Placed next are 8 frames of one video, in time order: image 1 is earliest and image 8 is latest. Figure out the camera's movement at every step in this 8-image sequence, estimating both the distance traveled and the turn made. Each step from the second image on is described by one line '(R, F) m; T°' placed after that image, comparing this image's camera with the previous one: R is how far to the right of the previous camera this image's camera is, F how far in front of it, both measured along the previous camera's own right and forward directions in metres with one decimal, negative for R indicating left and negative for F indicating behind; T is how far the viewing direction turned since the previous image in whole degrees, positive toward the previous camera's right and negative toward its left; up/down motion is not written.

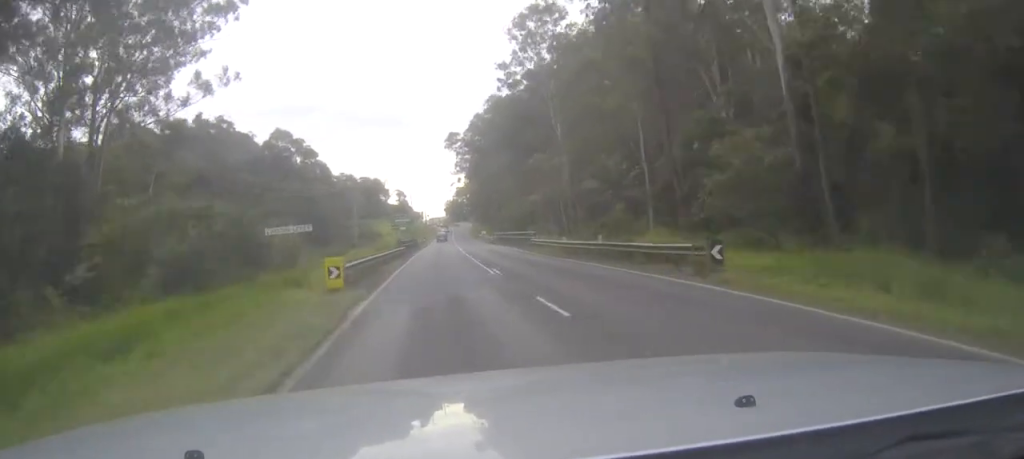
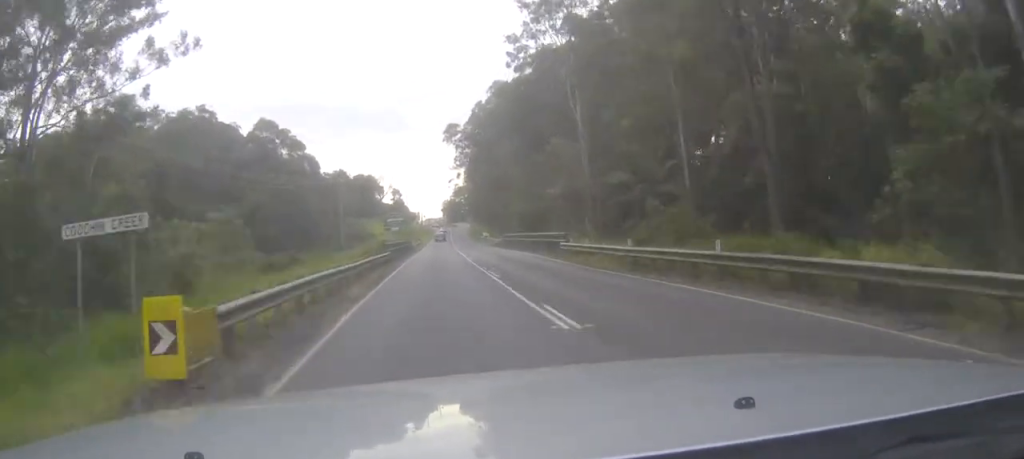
(0.0, +12.7) m; 0°
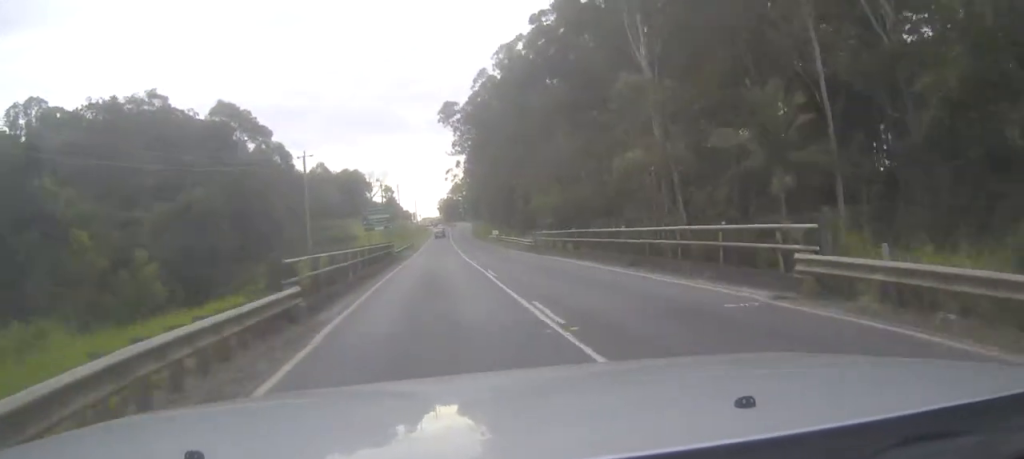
(-0.1, +25.3) m; -1°
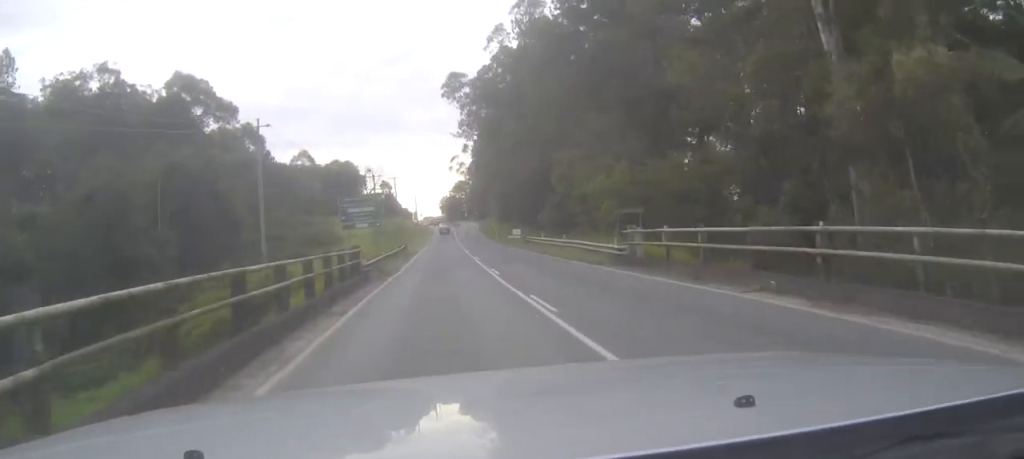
(-0.2, +22.3) m; -1°
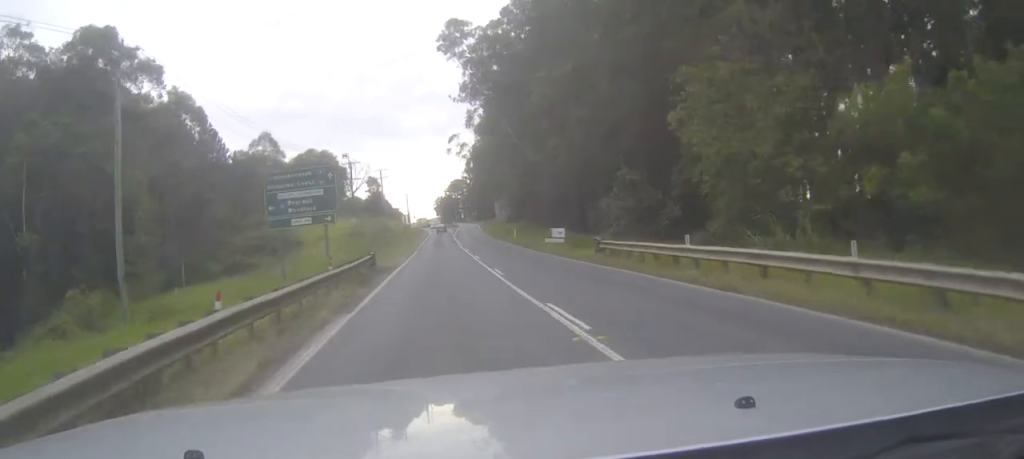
(-0.2, +26.5) m; +1°
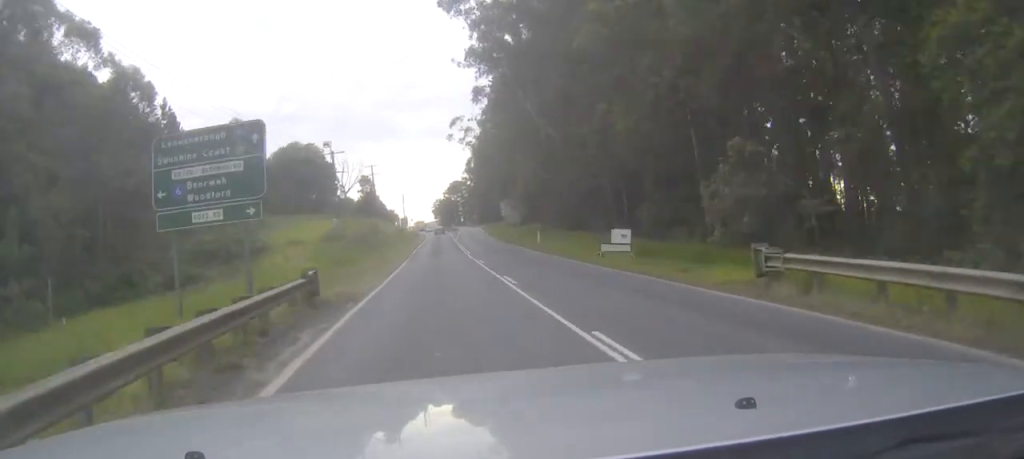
(+0.3, +15.4) m; +2°
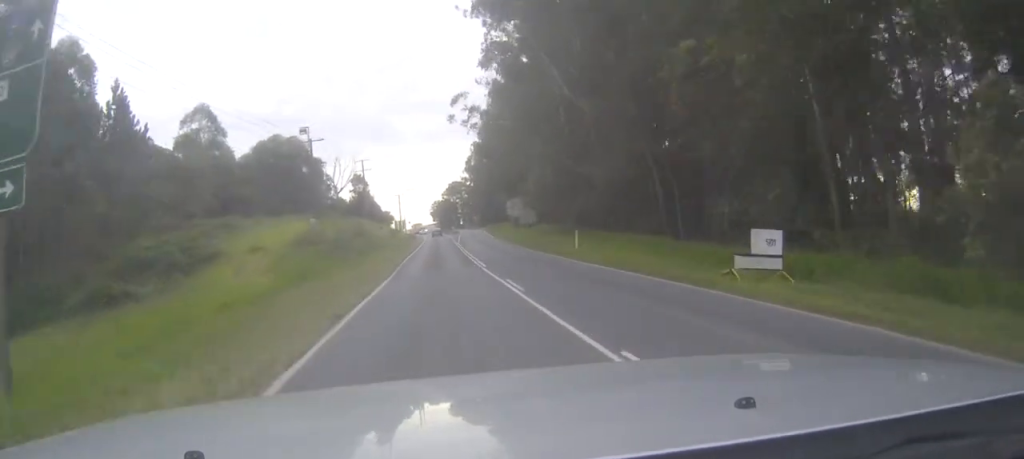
(+0.2, +13.3) m; +1°
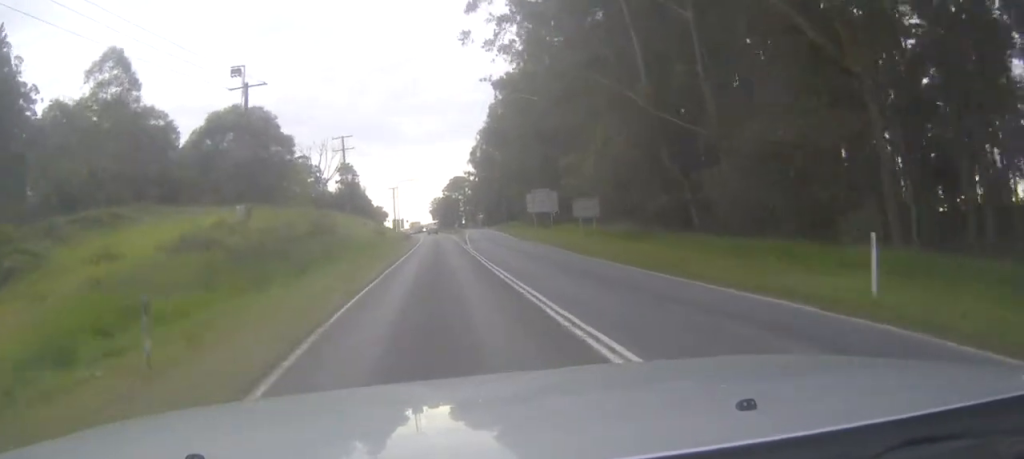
(+0.4, +24.6) m; +1°
